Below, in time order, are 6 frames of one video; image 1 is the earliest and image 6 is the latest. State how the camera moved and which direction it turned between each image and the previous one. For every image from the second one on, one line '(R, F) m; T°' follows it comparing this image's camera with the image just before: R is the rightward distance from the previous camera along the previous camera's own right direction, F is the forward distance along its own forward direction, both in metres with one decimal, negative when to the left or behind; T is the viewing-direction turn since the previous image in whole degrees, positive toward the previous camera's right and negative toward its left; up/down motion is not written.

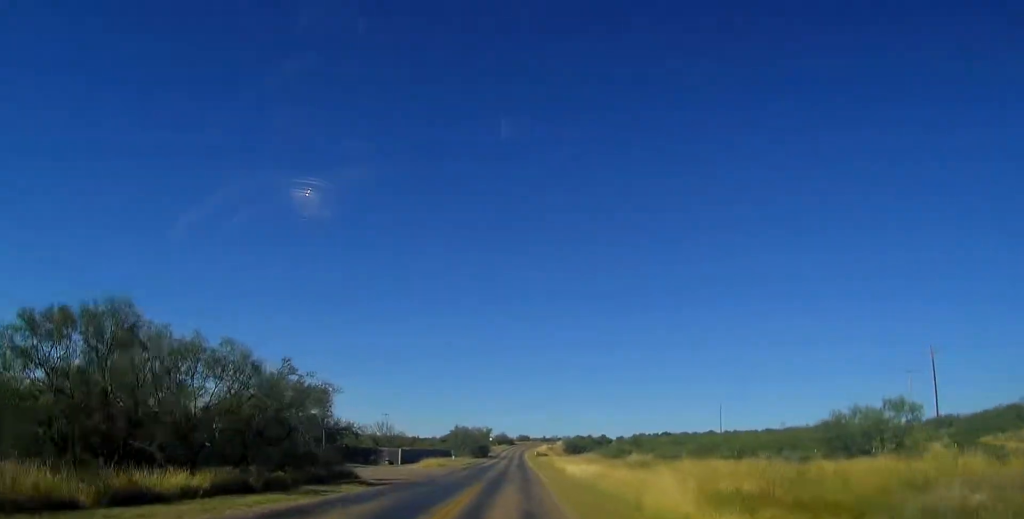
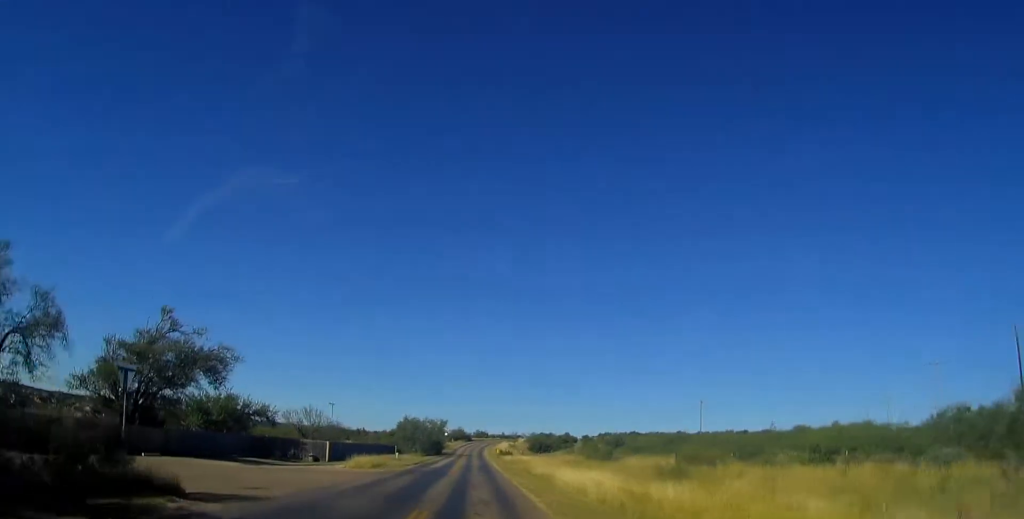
(+0.7, +15.4) m; +4°
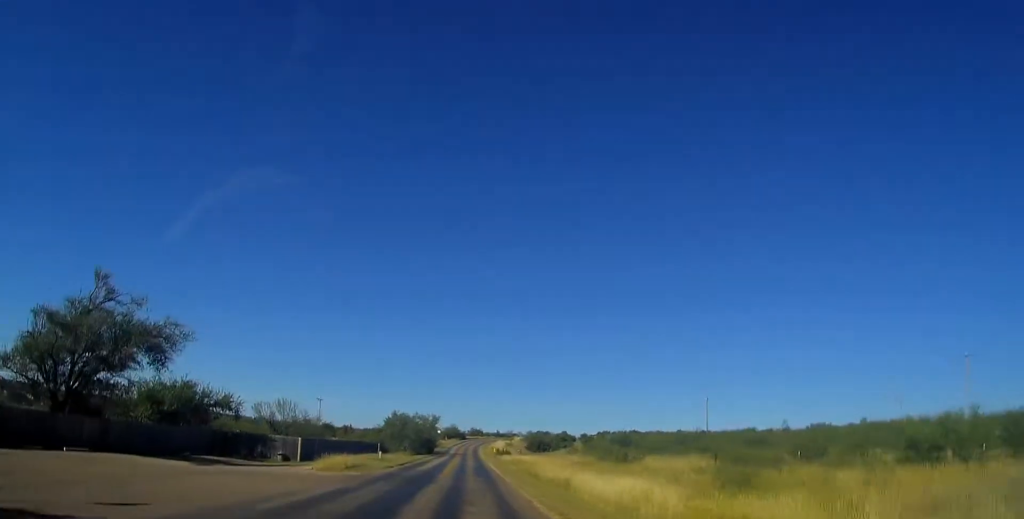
(+0.1, +7.7) m; +1°
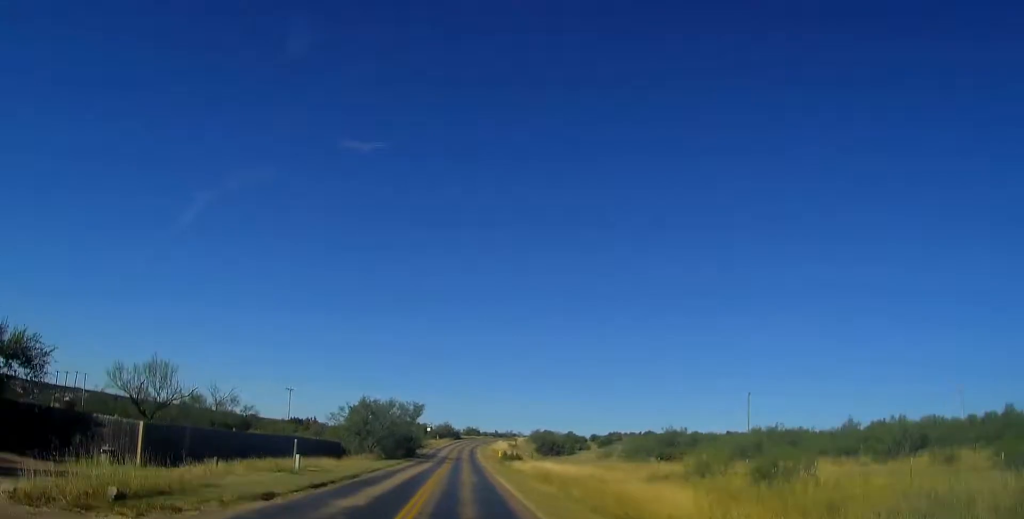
(+0.3, +23.5) m; +1°
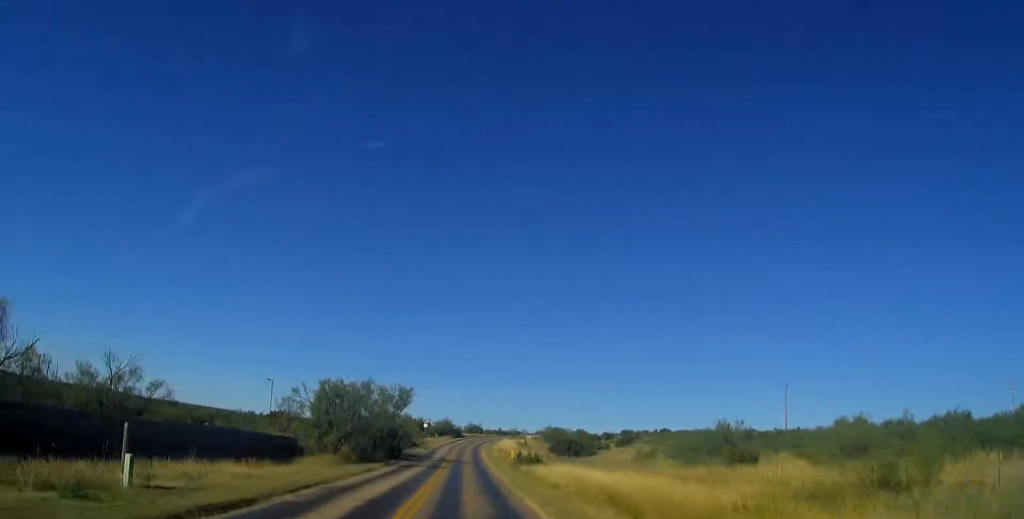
(0.0, +13.3) m; 0°
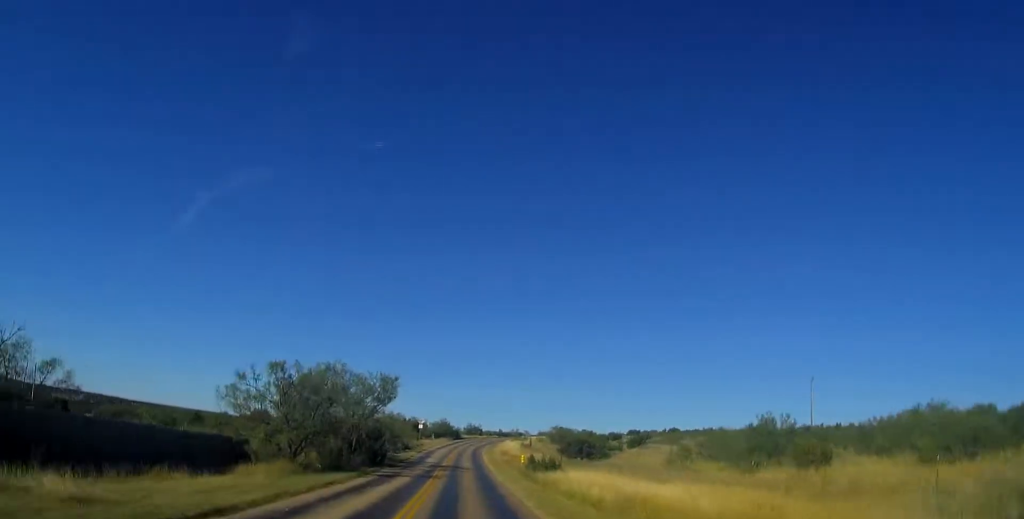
(0.0, +8.5) m; 0°
